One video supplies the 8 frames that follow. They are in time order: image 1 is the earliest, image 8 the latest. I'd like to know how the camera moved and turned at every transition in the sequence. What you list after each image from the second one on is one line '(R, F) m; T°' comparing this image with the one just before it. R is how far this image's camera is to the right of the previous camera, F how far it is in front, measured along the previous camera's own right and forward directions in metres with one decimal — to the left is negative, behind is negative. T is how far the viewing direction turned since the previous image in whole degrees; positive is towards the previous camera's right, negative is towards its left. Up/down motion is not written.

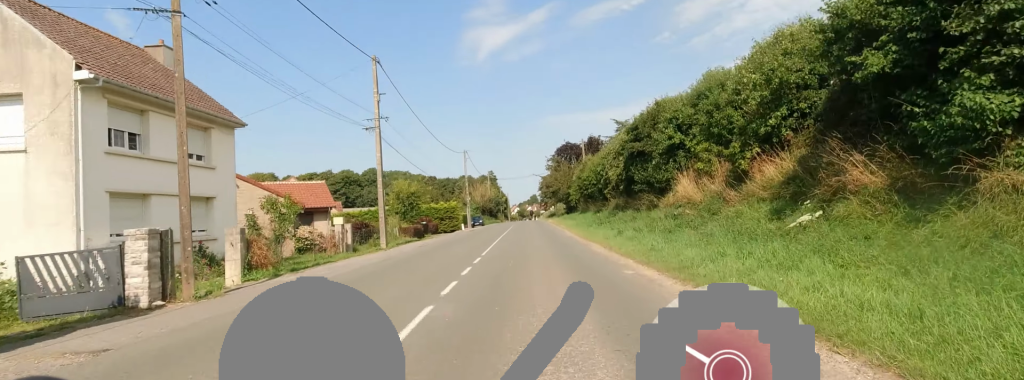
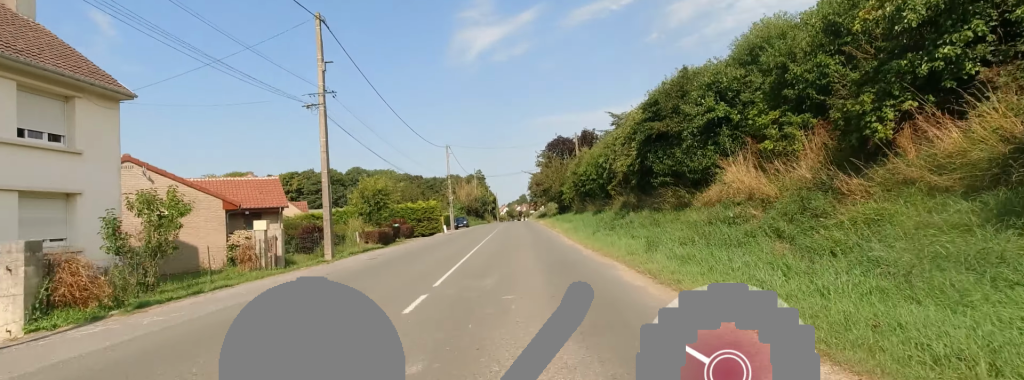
(-0.5, +5.8) m; 0°
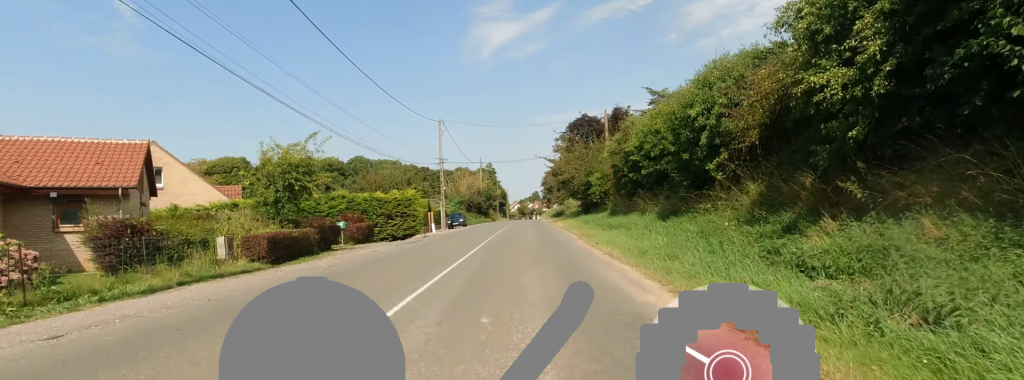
(+0.5, +13.6) m; 0°
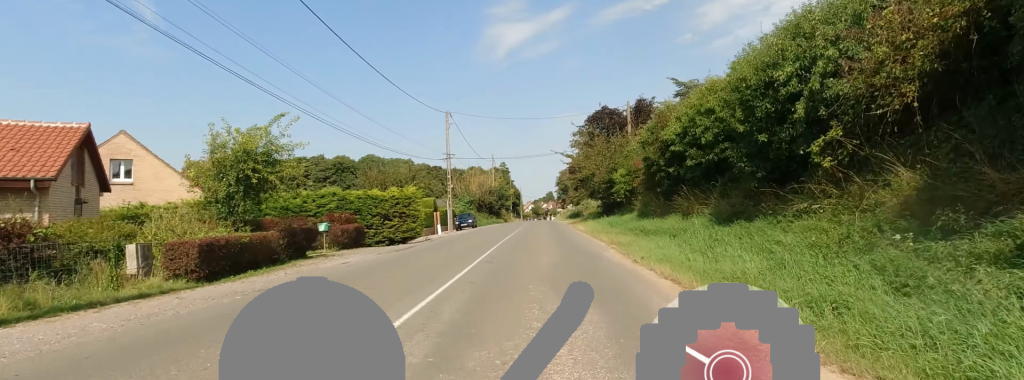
(-0.4, +4.1) m; 0°
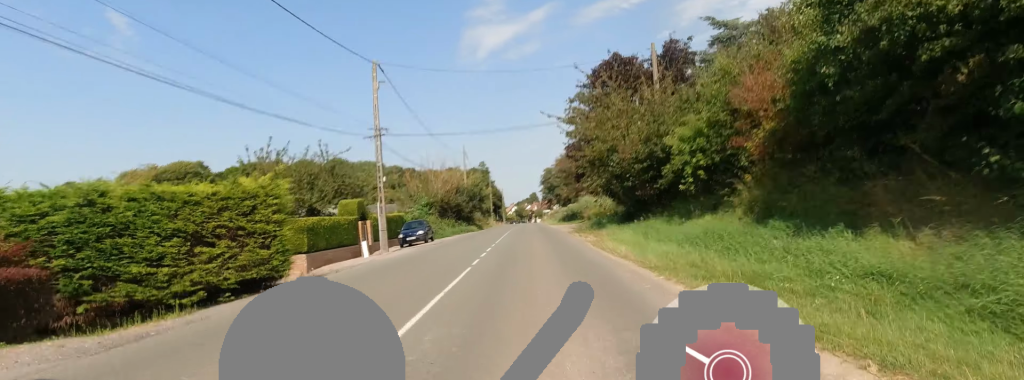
(+0.4, +15.5) m; +4°
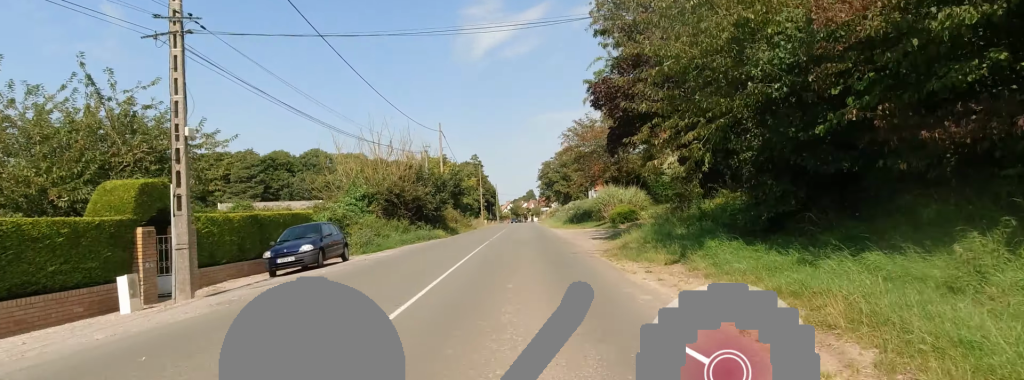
(-2.0, +14.7) m; -9°
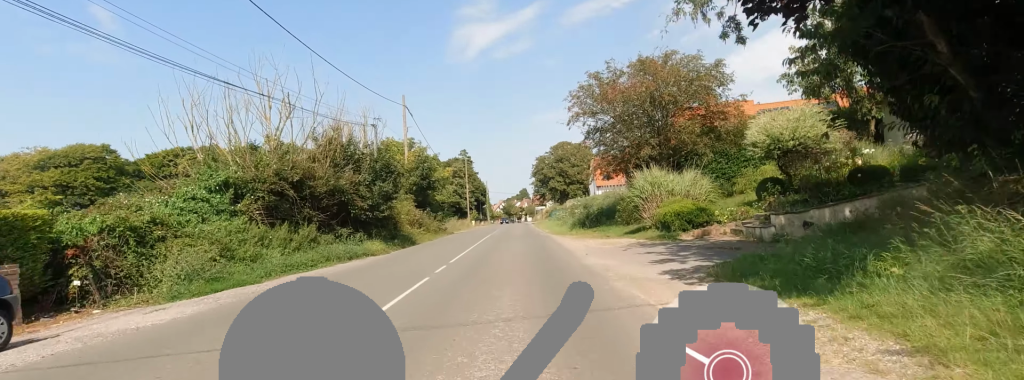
(+1.2, +11.7) m; +10°
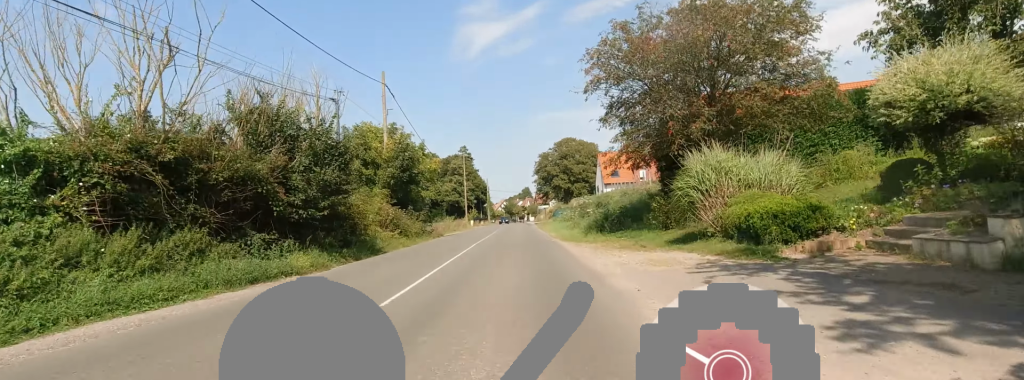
(0.0, +6.1) m; -3°
